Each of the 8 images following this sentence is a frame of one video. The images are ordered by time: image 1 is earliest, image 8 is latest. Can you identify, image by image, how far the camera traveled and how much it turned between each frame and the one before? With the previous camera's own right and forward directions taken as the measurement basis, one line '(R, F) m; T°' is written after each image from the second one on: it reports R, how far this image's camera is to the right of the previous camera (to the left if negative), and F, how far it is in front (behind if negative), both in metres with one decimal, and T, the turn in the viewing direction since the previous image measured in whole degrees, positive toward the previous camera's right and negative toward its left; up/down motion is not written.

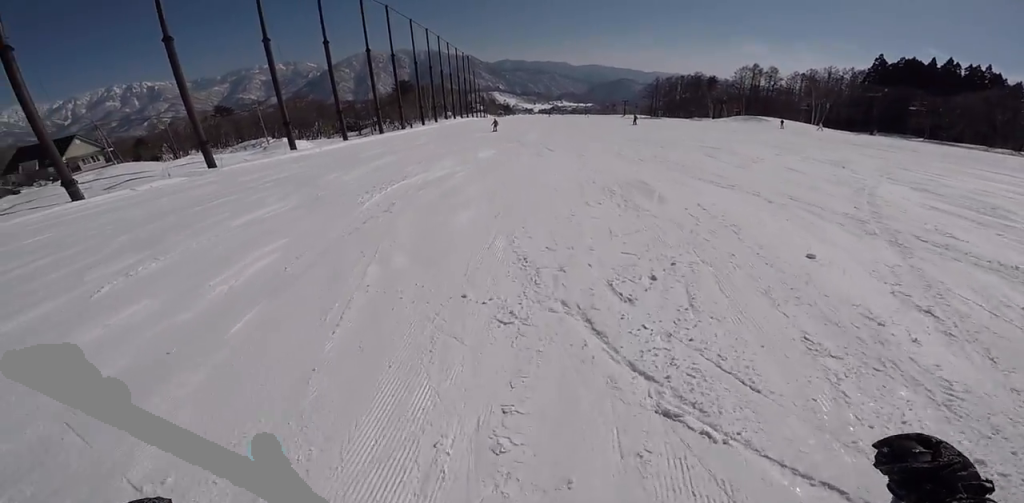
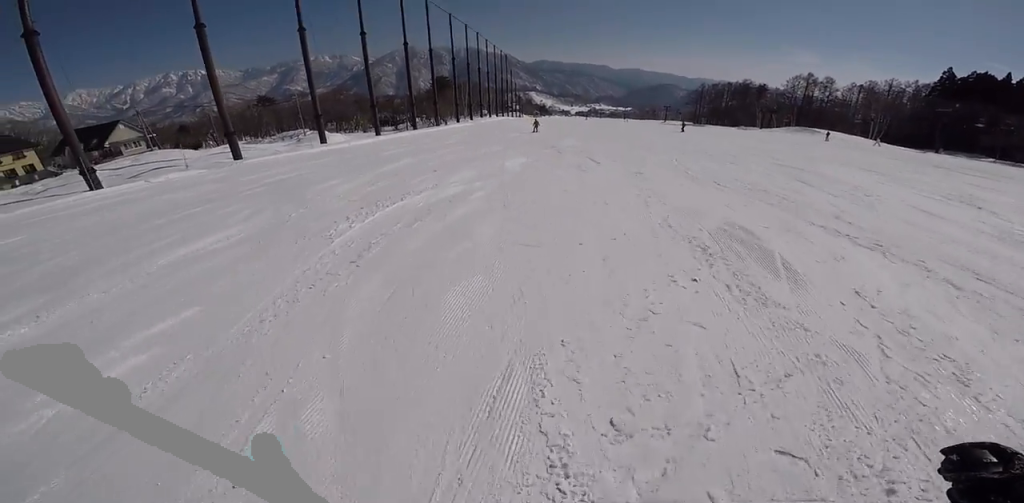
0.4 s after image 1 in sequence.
(-0.4, +2.5) m; -4°
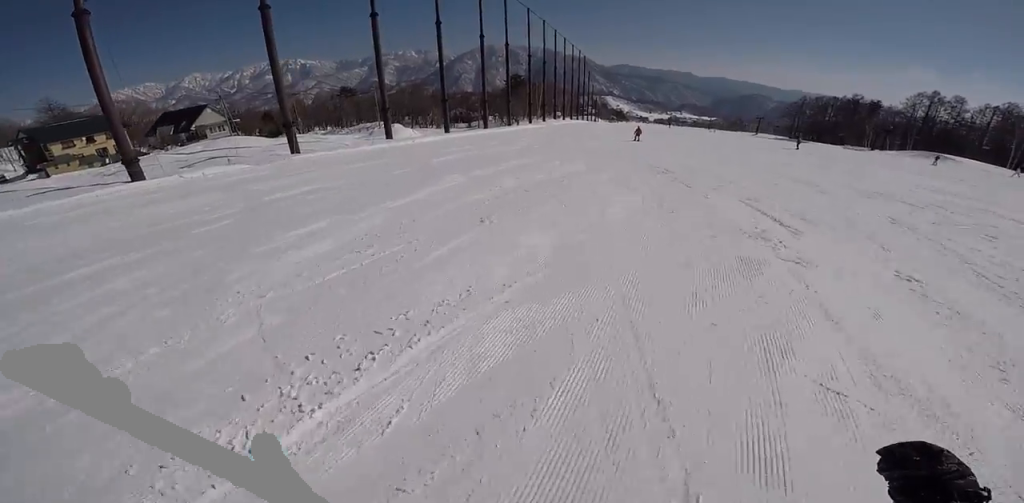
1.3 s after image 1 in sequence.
(-0.5, +5.1) m; -6°
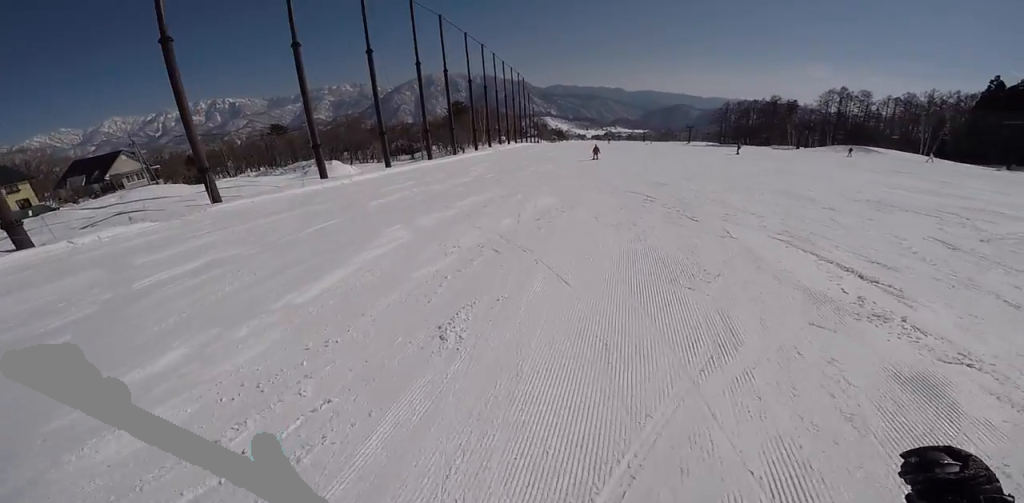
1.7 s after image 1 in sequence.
(0.0, +2.5) m; 0°
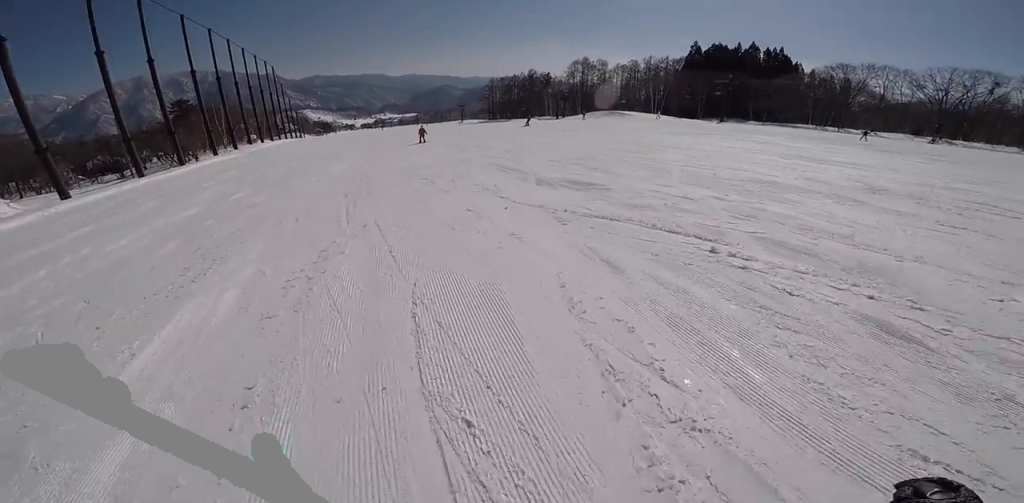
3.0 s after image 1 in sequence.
(+0.2, +7.9) m; +30°
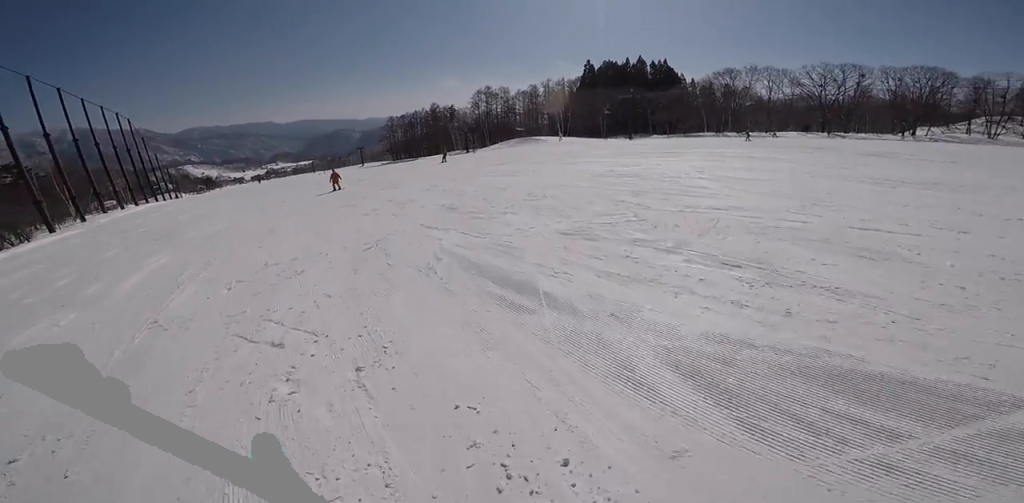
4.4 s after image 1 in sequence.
(+2.9, +7.2) m; +11°
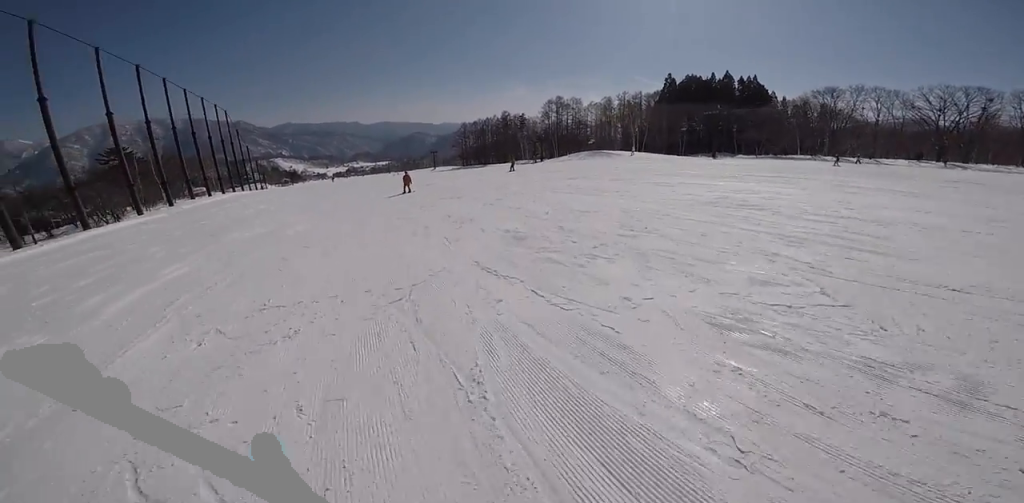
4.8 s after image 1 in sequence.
(-0.2, +2.9) m; -9°
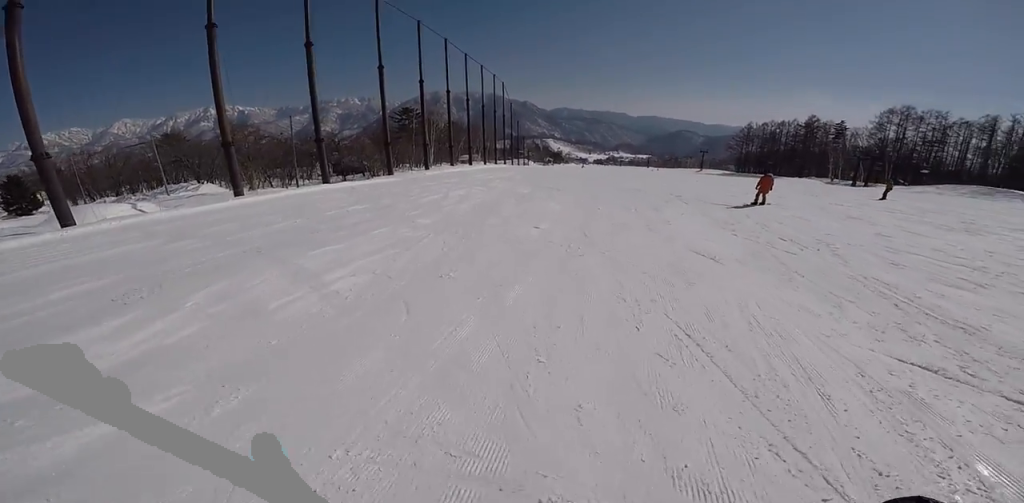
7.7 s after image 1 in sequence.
(-4.0, +15.4) m; -22°
